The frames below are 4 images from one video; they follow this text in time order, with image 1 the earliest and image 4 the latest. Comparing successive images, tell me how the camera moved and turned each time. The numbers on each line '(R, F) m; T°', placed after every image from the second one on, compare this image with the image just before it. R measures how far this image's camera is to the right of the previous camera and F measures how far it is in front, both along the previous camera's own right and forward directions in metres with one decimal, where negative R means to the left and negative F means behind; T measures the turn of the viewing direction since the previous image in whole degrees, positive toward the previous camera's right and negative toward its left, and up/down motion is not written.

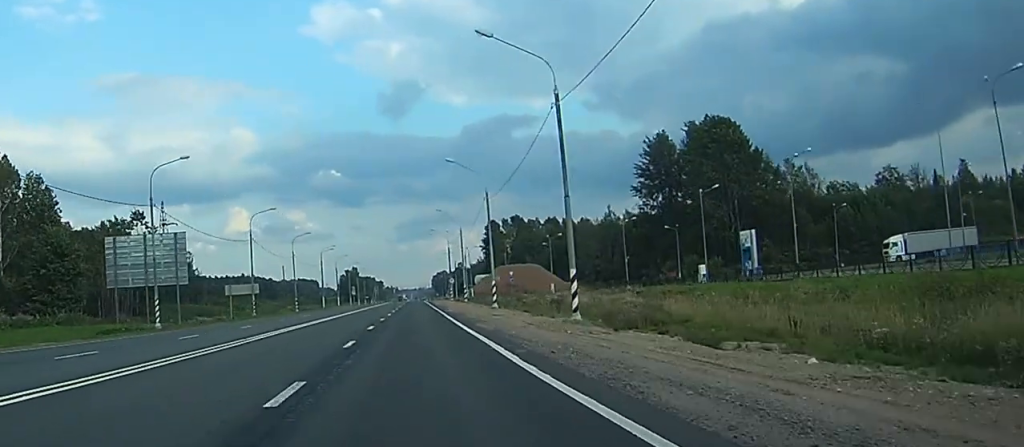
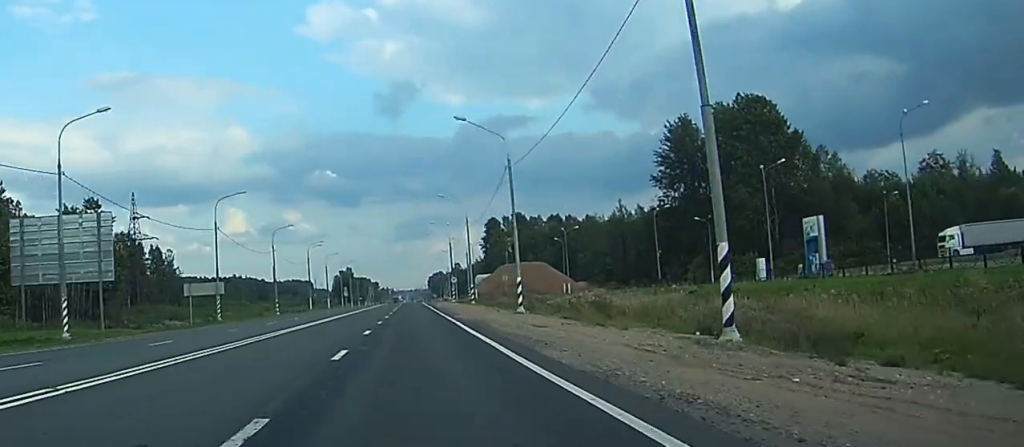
(0.0, +16.0) m; 0°
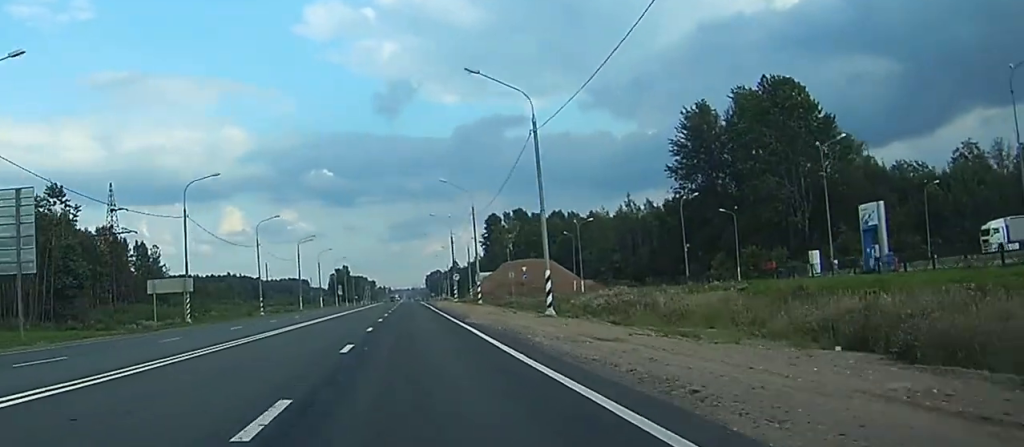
(0.0, +10.4) m; 0°
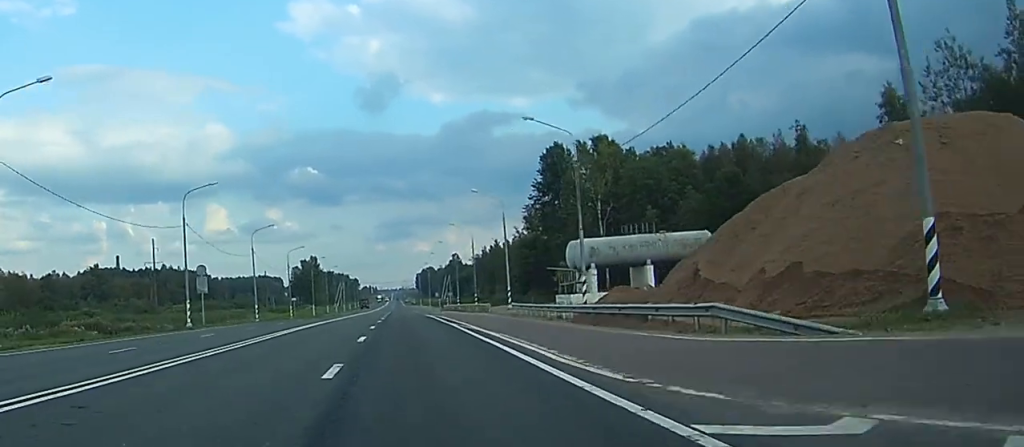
(+1.8, +137.6) m; +1°
